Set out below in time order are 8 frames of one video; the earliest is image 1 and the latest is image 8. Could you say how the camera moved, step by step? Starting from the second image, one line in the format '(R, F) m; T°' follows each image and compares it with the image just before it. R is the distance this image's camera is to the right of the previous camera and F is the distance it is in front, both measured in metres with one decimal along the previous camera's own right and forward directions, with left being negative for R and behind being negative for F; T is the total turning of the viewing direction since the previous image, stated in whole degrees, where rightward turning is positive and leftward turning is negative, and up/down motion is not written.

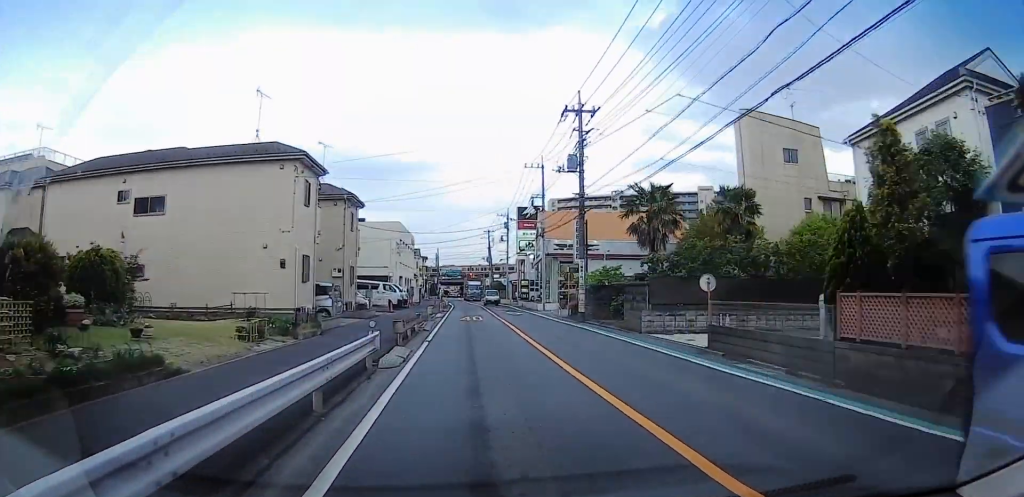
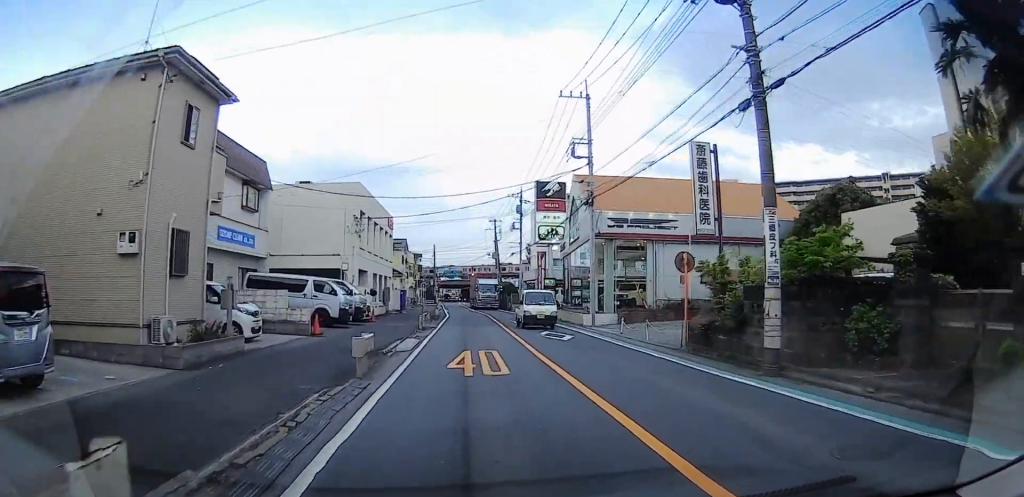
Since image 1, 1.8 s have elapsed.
(-0.3, +22.6) m; -3°
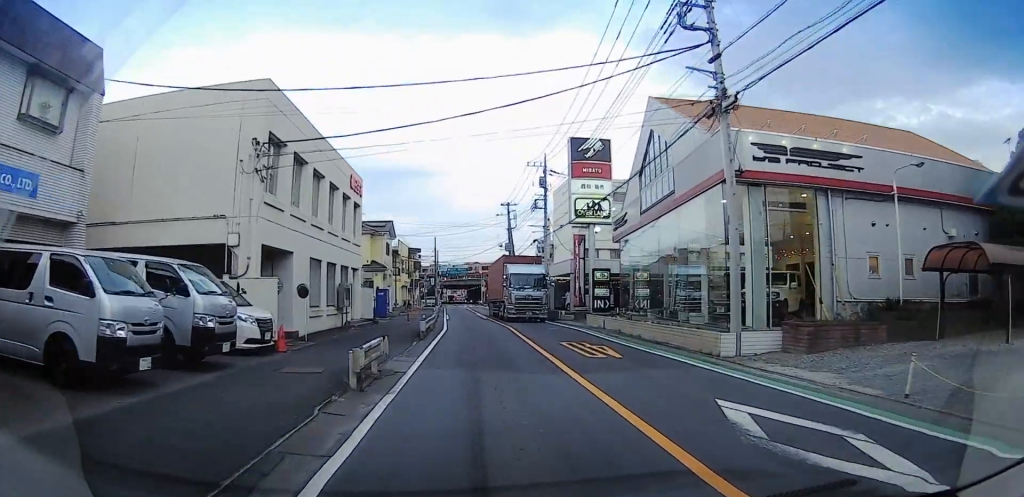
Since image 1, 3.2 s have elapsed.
(+0.4, +18.4) m; +5°
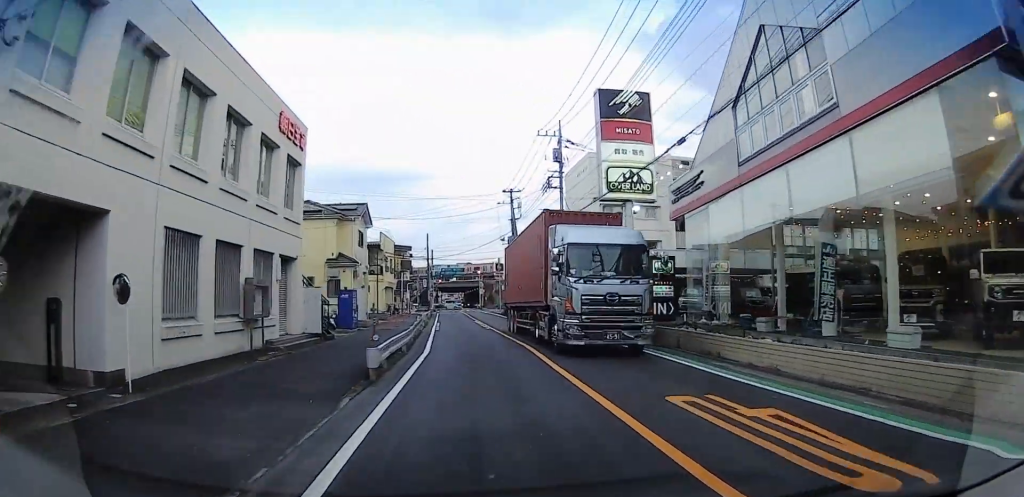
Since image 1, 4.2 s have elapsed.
(+0.1, +9.9) m; -2°
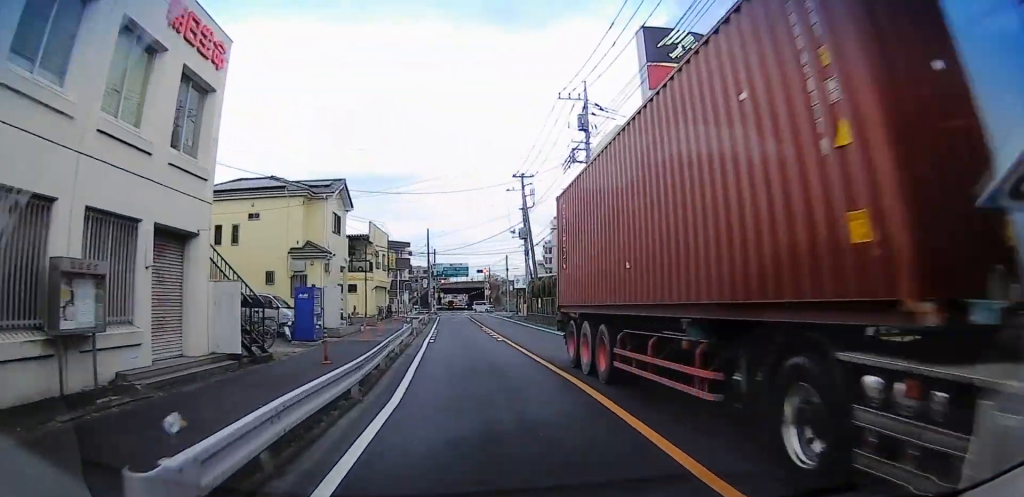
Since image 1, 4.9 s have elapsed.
(-0.3, +7.8) m; -2°
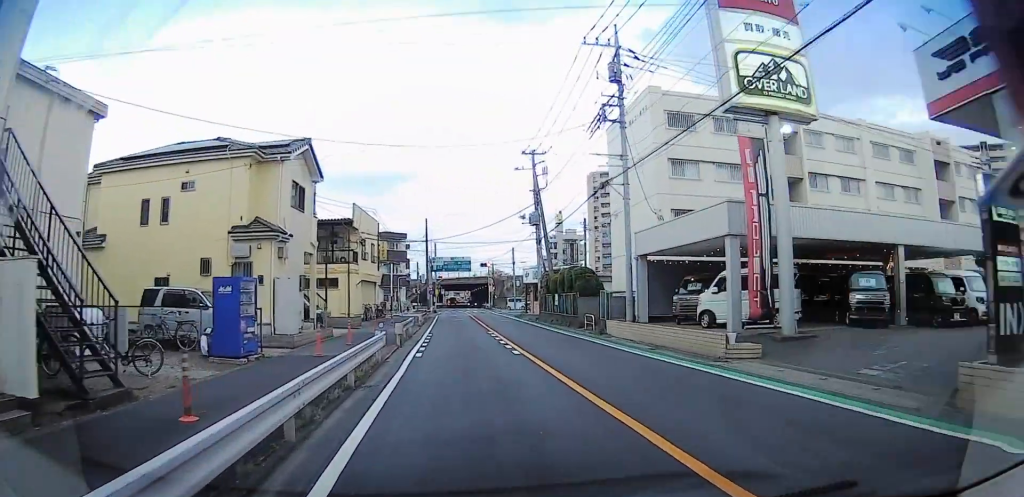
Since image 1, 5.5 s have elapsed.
(-0.2, +6.7) m; -1°
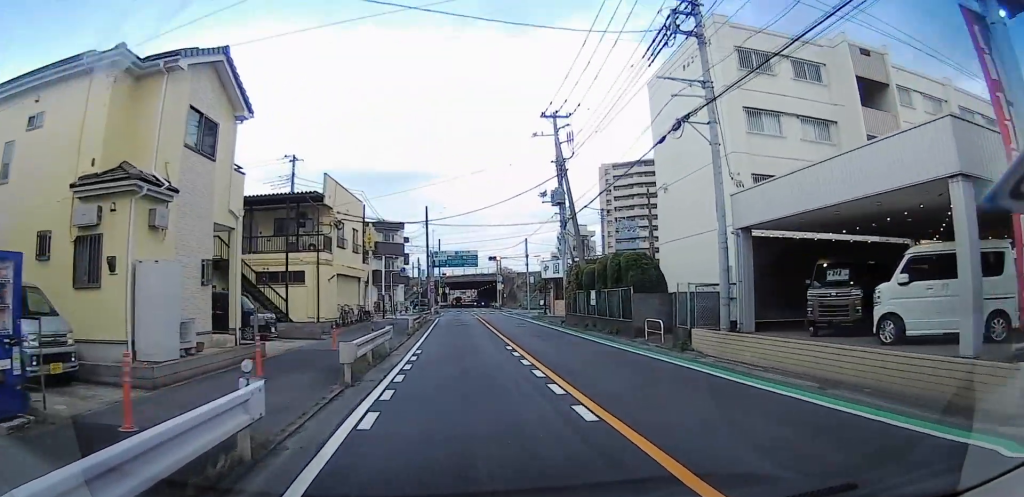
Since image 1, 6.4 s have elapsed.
(0.0, +8.8) m; +2°
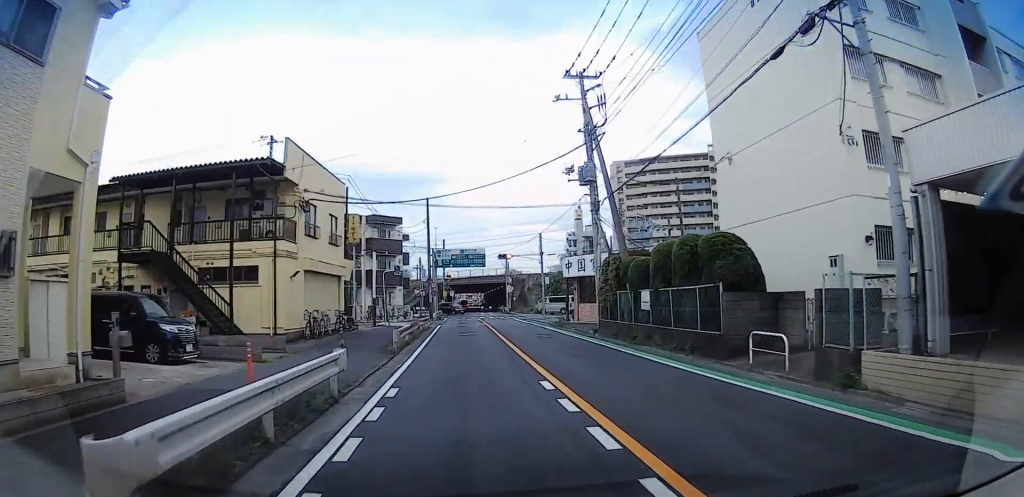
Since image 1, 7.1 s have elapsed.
(+0.3, +7.4) m; -2°
